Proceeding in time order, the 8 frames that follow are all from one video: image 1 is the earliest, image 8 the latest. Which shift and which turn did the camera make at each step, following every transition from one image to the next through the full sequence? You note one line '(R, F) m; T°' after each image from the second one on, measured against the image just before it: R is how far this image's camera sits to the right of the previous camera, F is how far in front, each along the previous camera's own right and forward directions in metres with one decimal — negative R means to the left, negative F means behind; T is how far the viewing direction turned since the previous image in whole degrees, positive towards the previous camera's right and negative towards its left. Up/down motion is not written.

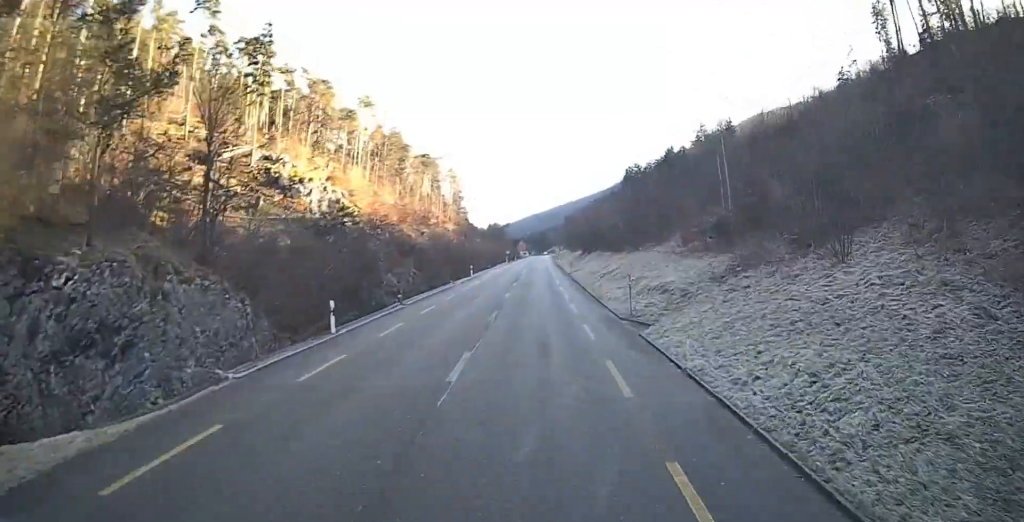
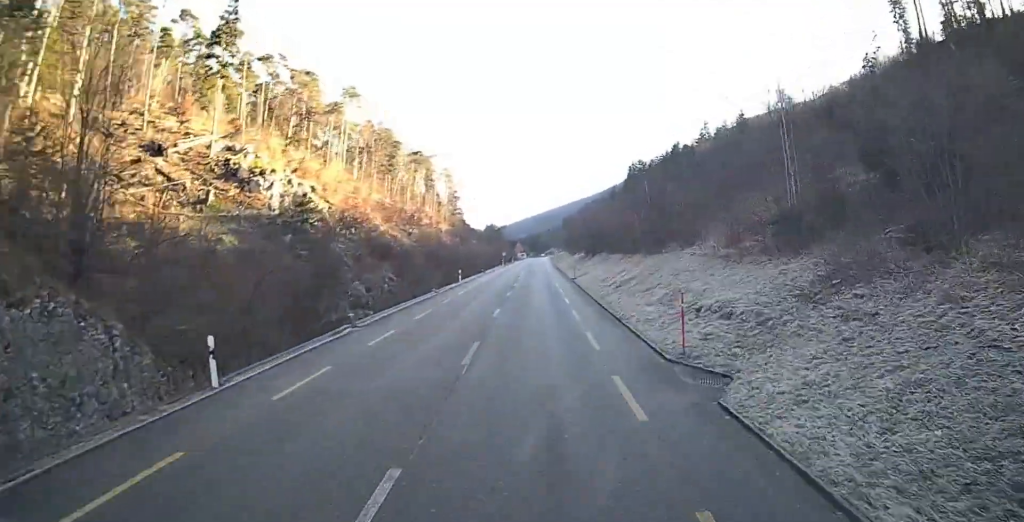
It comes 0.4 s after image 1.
(0.0, +7.0) m; 0°
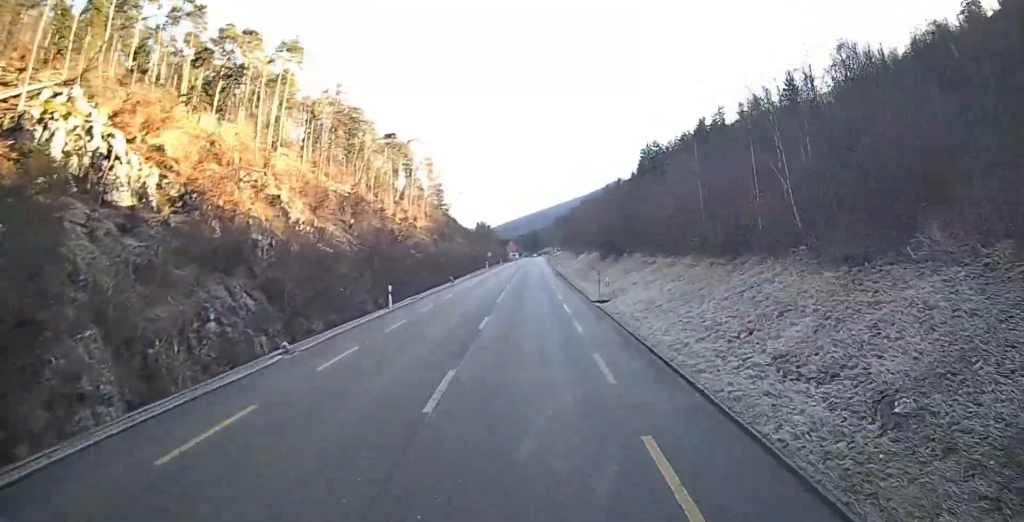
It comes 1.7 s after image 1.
(0.0, +21.0) m; 0°
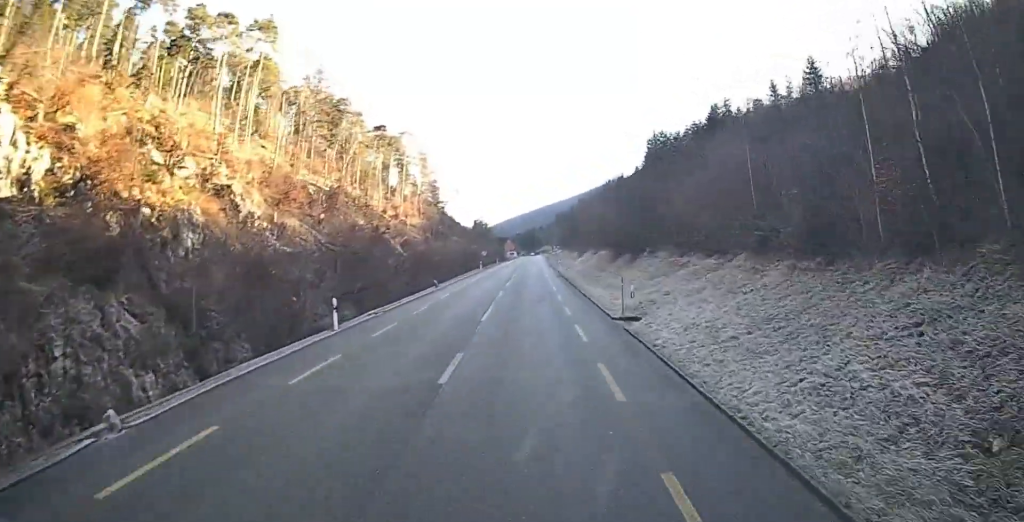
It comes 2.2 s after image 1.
(0.0, +7.0) m; 0°
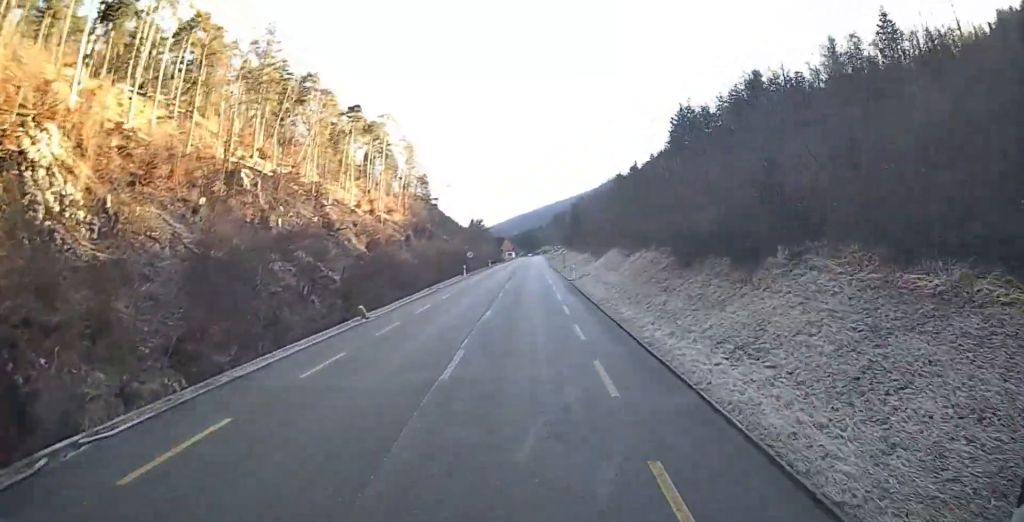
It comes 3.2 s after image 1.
(0.0, +16.9) m; 0°
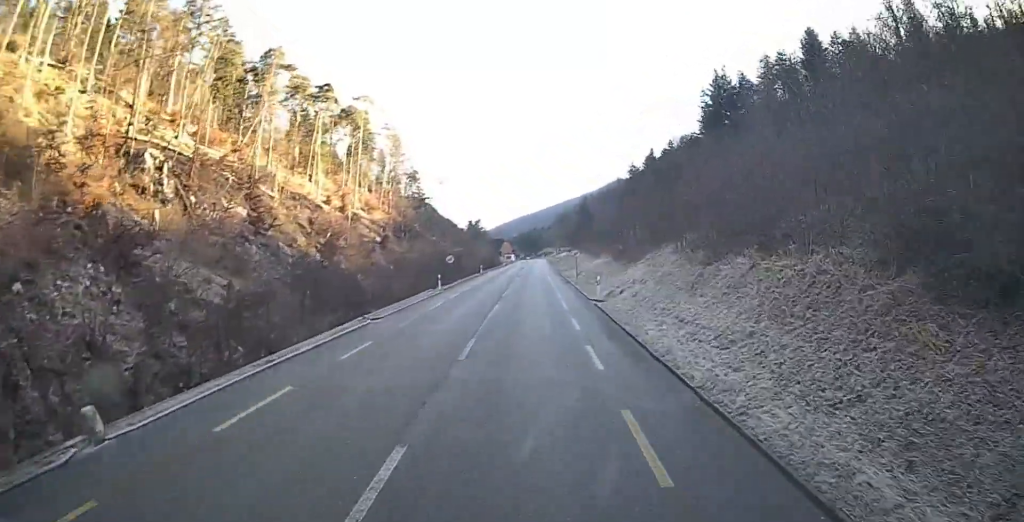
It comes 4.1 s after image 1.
(0.0, +15.0) m; 0°
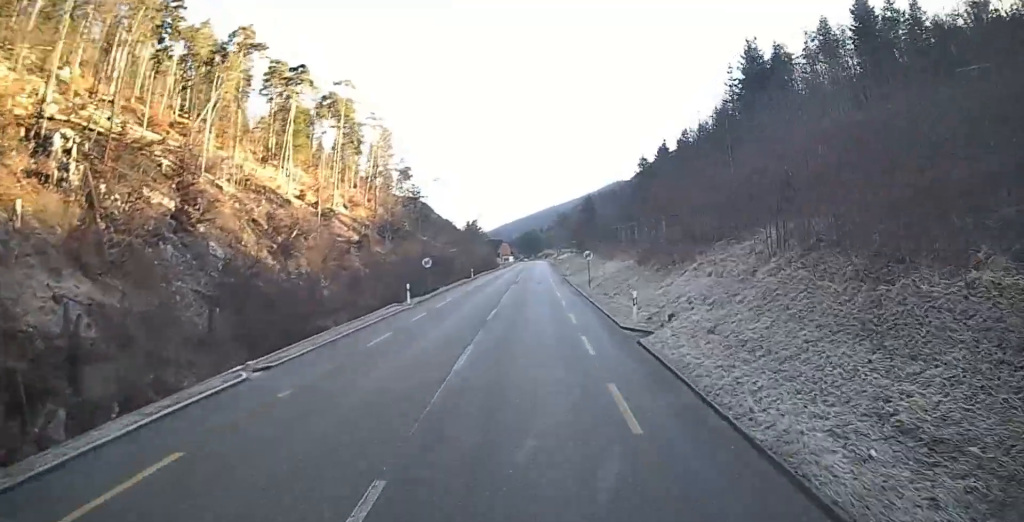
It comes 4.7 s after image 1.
(0.0, +9.6) m; 0°
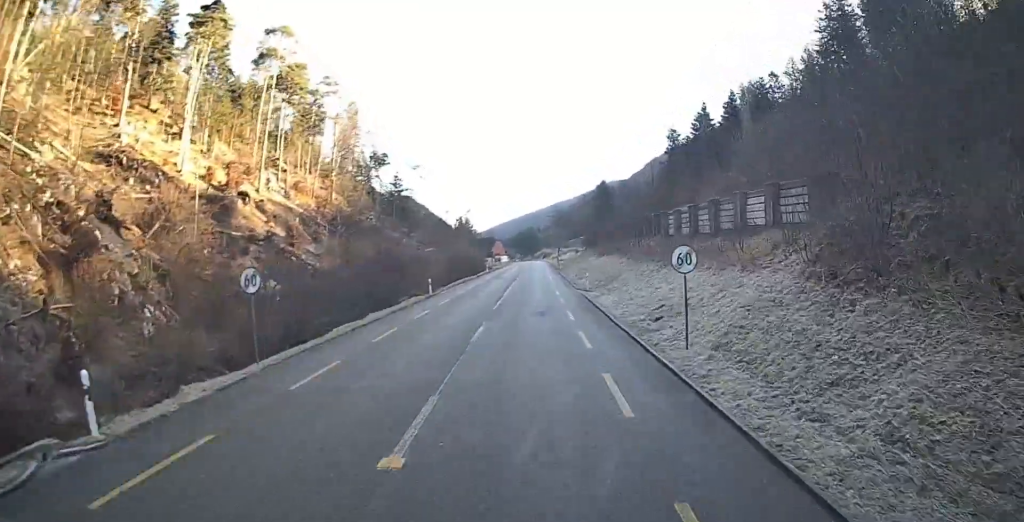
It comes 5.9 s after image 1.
(0.0, +21.6) m; 0°
